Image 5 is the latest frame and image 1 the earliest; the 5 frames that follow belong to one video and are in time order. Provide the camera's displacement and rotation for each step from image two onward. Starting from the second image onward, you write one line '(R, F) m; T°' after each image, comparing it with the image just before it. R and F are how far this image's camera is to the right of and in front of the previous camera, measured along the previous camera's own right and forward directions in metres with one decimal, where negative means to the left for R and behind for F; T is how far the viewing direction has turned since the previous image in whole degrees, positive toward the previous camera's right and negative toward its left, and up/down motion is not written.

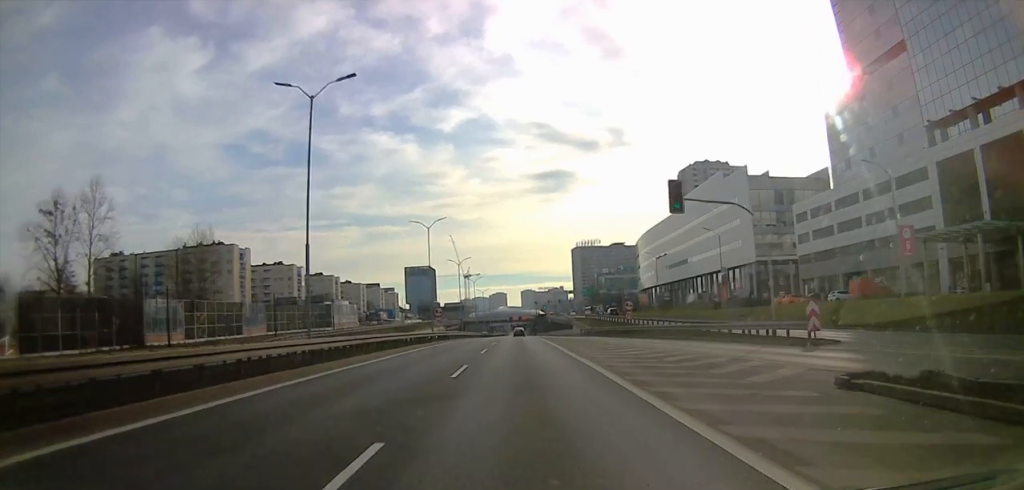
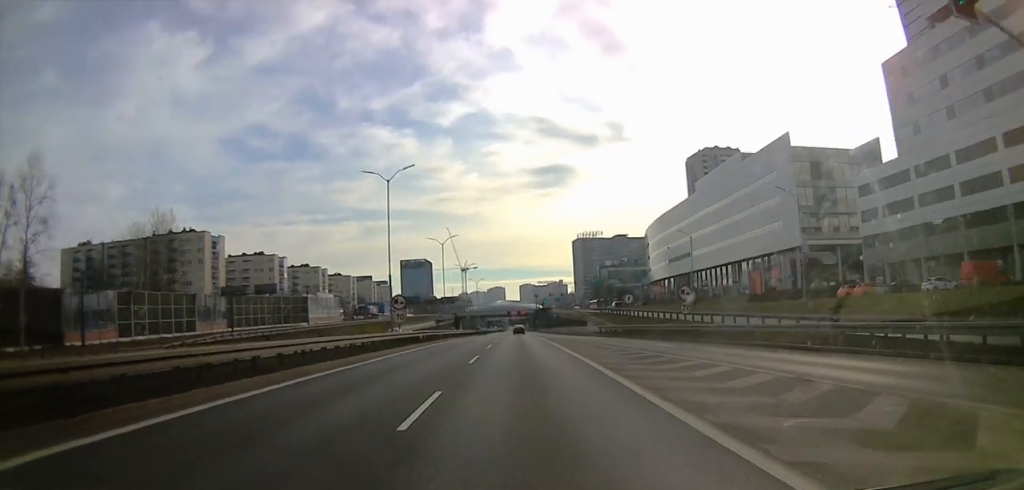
(+0.9, +19.4) m; +1°
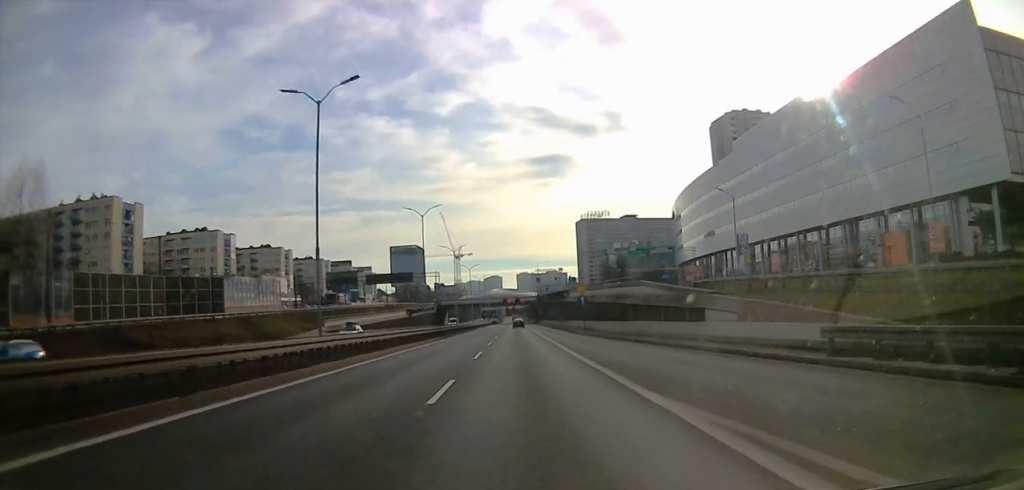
(-1.9, +46.2) m; -2°
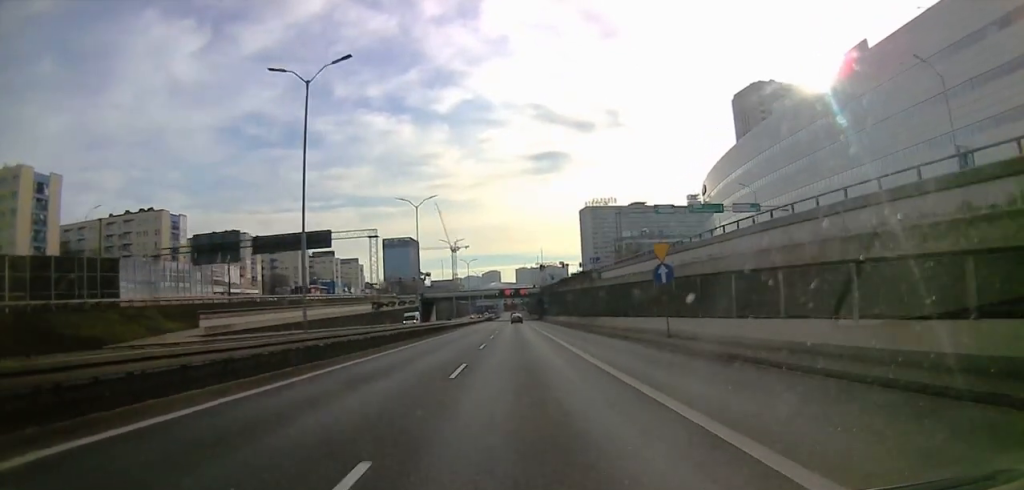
(-0.6, +31.9) m; -2°
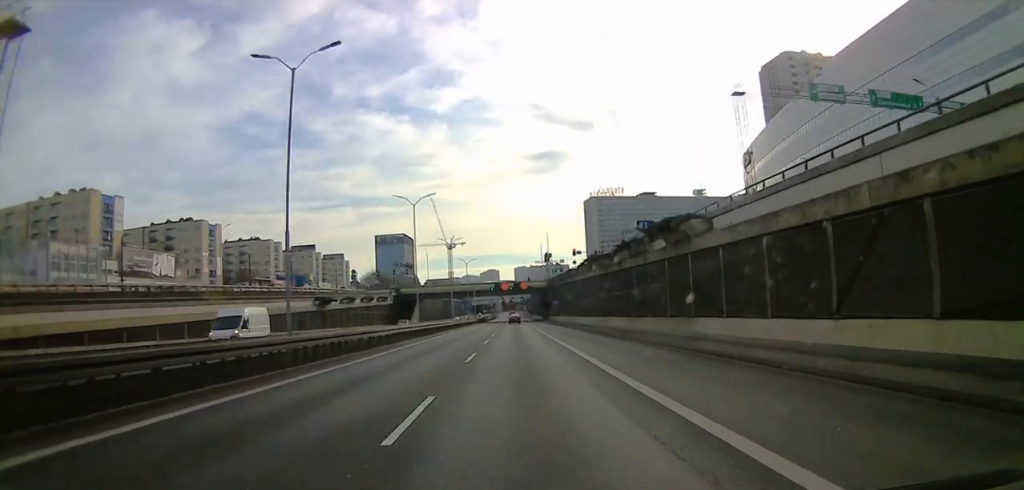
(+0.9, +31.0) m; +2°
